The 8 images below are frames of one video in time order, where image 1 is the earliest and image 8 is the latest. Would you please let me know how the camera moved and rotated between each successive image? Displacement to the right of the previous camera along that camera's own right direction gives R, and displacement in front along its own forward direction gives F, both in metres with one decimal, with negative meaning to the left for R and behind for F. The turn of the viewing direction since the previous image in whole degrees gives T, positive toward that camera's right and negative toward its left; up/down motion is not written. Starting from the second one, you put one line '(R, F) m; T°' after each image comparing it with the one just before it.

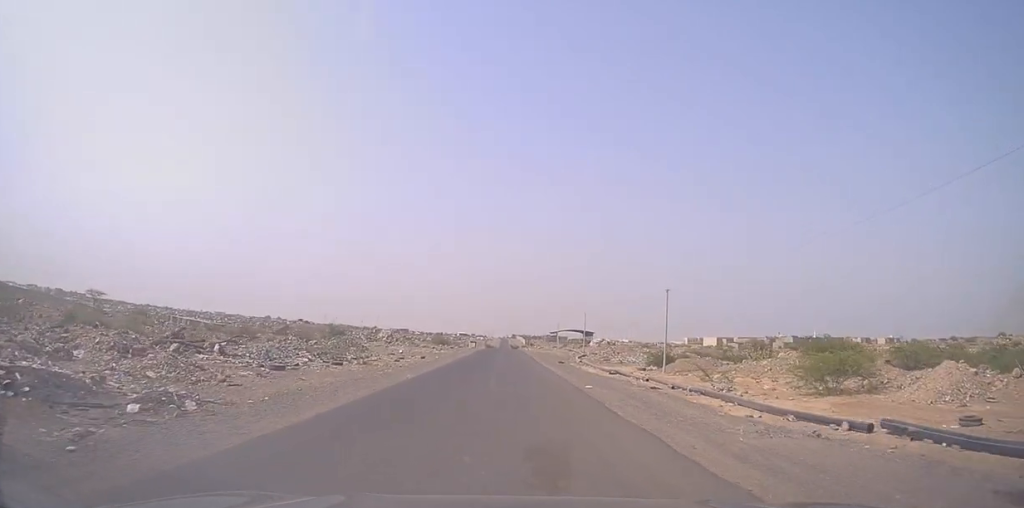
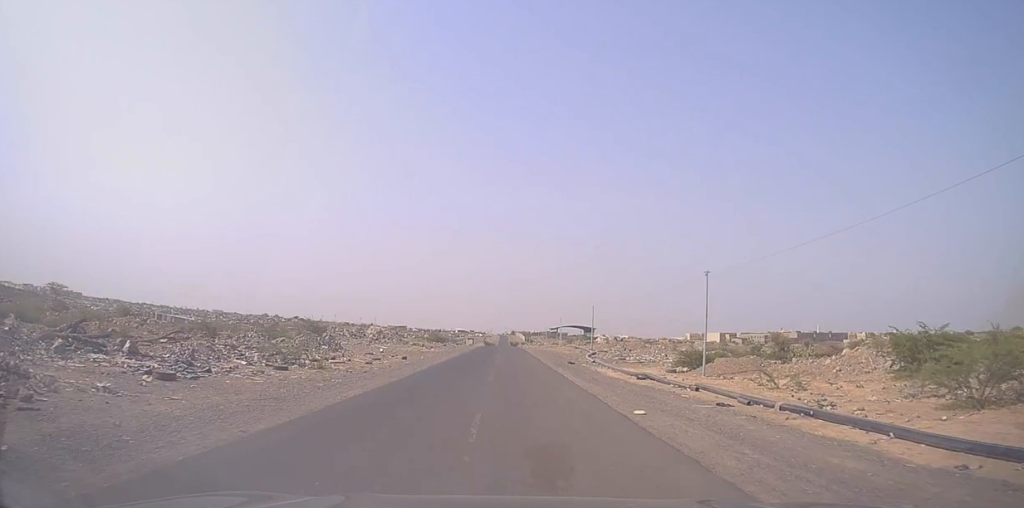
(-0.1, +9.2) m; -1°
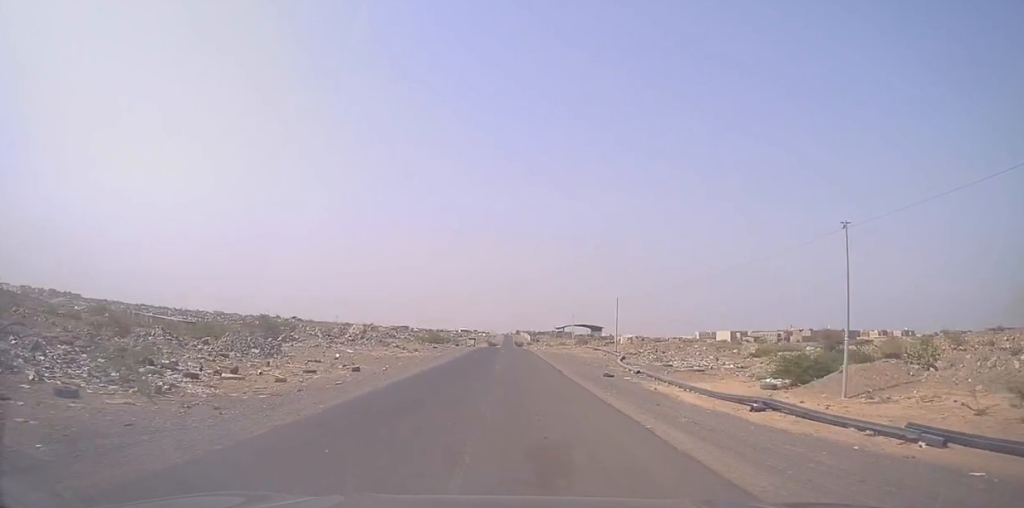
(-0.3, +15.1) m; -3°
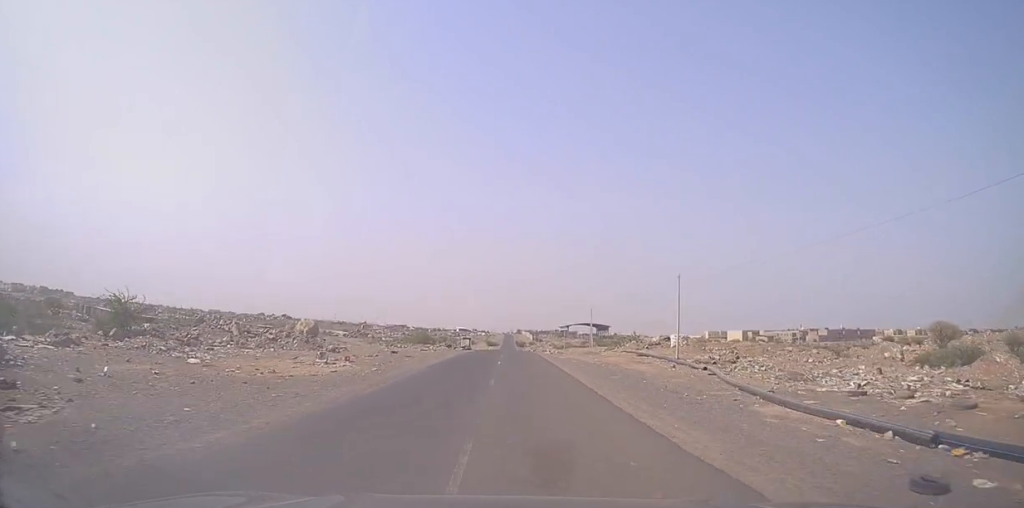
(+0.8, +24.4) m; +3°
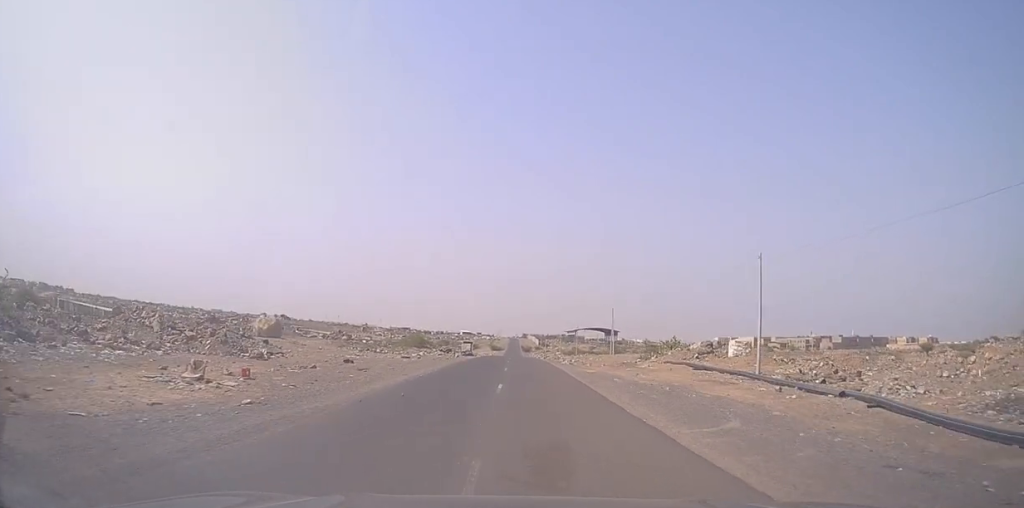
(-0.6, +13.5) m; 0°
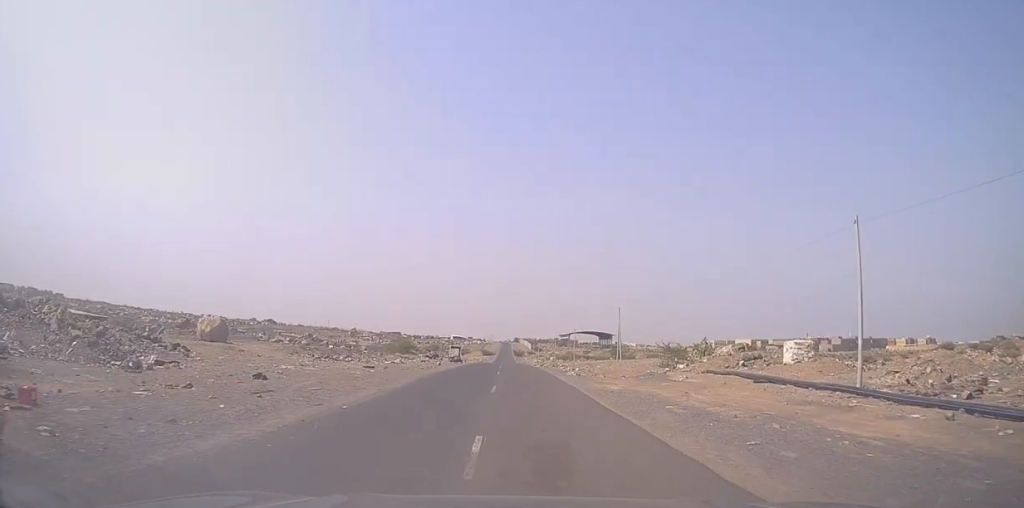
(+0.6, +9.9) m; +1°
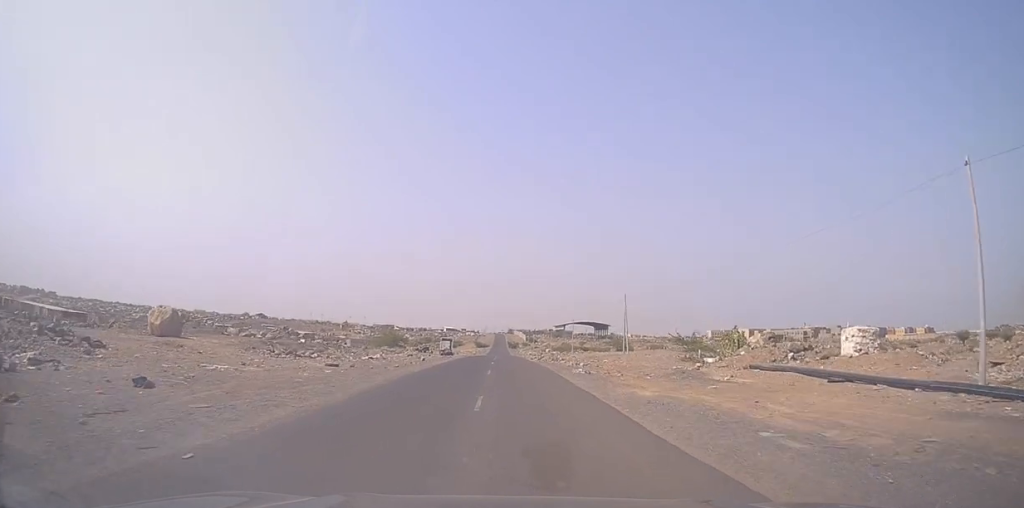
(0.0, +6.7) m; 0°
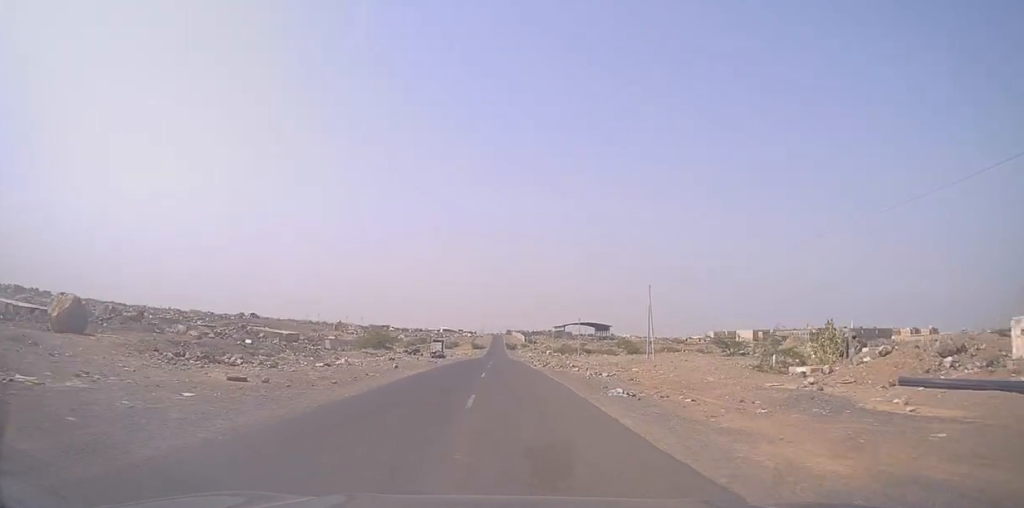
(-0.2, +11.0) m; -1°
